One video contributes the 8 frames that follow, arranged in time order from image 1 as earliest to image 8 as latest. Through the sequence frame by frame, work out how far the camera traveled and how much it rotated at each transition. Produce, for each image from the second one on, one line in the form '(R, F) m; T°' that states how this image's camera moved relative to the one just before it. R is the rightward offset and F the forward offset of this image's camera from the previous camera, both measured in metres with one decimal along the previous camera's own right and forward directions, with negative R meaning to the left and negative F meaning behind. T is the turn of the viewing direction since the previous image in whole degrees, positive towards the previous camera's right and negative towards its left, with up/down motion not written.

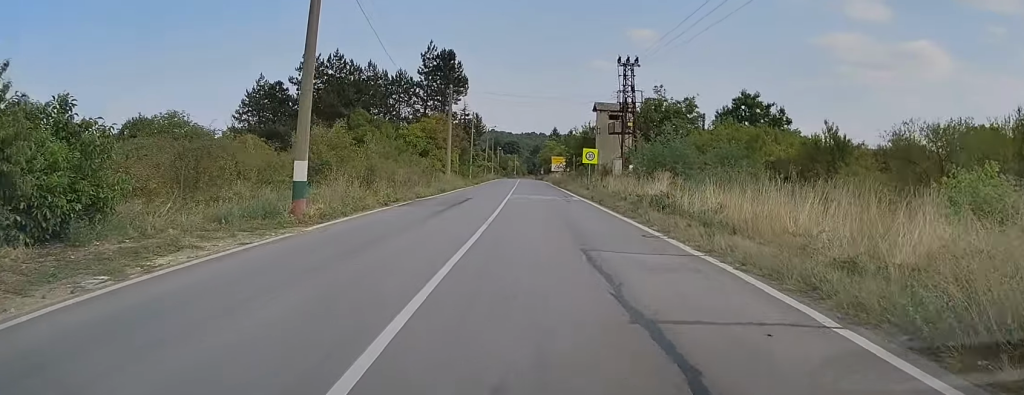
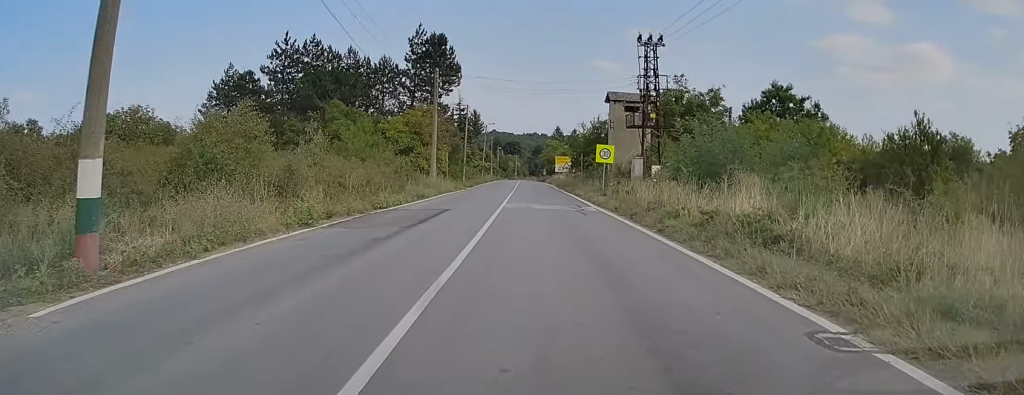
(-0.1, +9.5) m; 0°
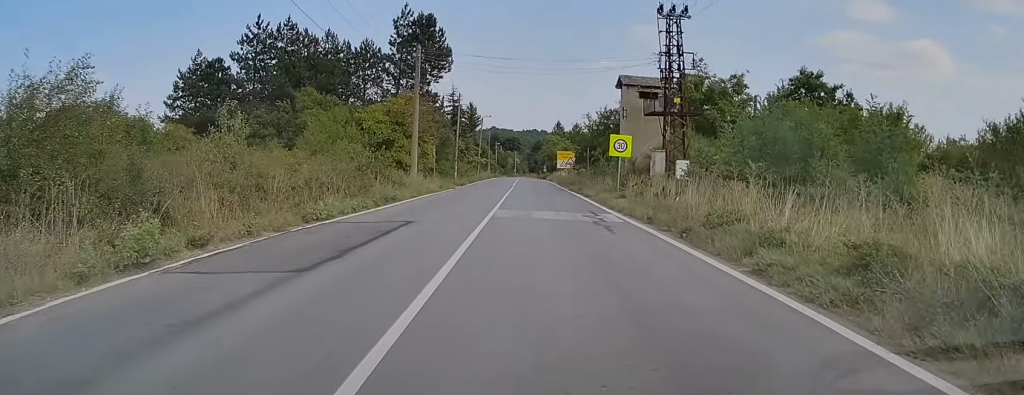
(+0.3, +7.5) m; 0°
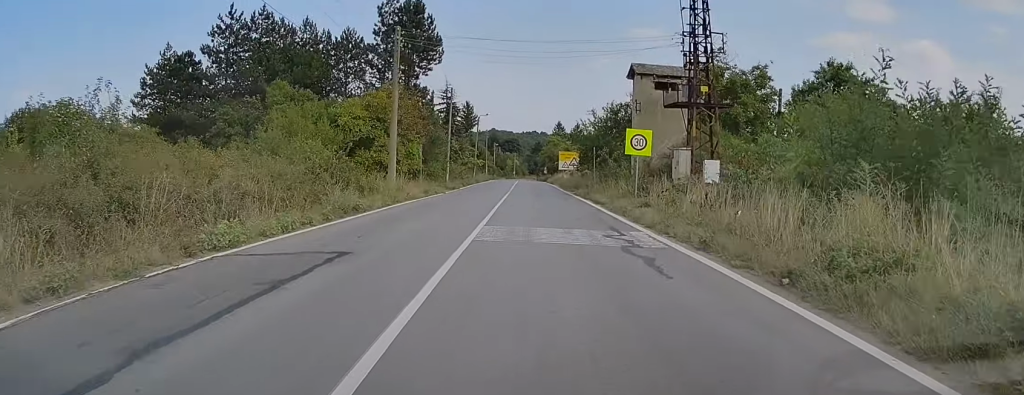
(+0.1, +6.1) m; 0°
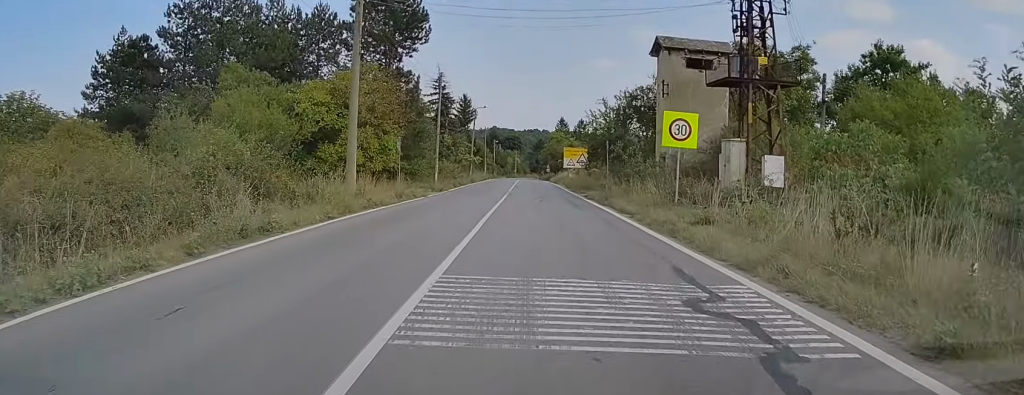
(-0.2, +7.8) m; -1°
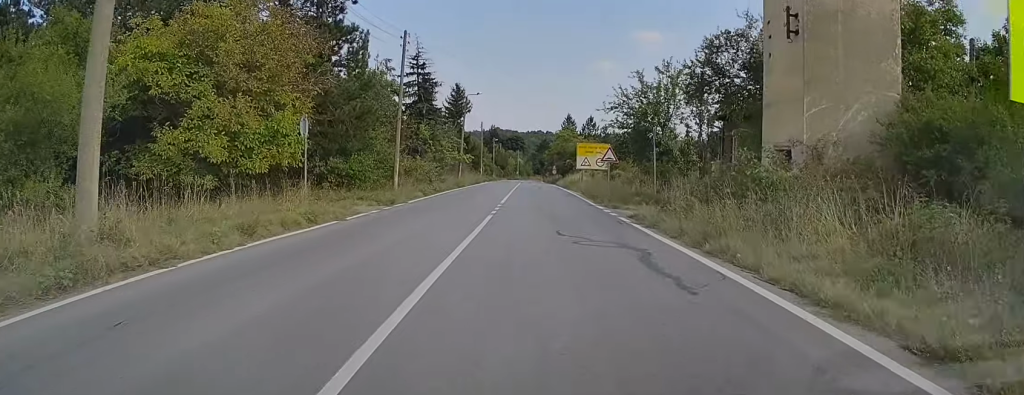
(-0.2, +15.9) m; 0°
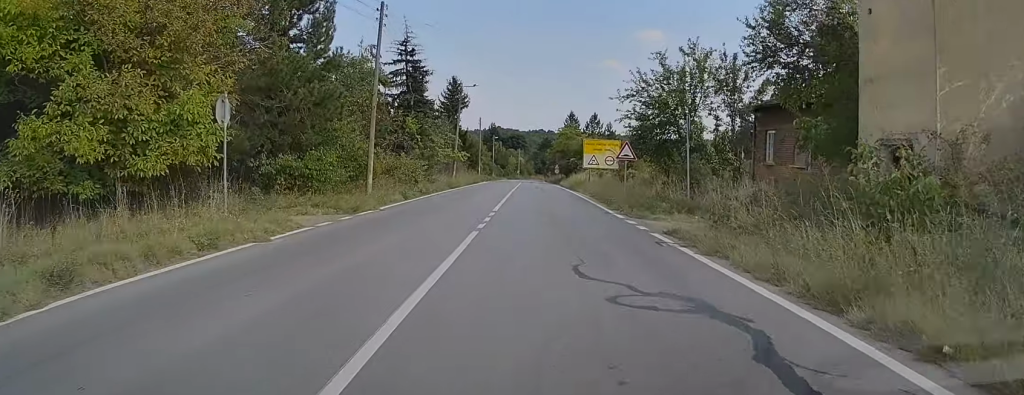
(0.0, +5.9) m; 0°
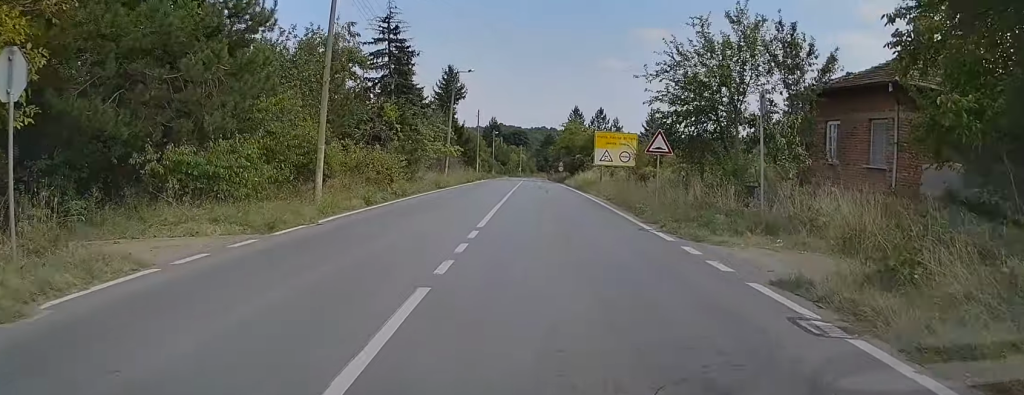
(0.0, +7.2) m; 0°
